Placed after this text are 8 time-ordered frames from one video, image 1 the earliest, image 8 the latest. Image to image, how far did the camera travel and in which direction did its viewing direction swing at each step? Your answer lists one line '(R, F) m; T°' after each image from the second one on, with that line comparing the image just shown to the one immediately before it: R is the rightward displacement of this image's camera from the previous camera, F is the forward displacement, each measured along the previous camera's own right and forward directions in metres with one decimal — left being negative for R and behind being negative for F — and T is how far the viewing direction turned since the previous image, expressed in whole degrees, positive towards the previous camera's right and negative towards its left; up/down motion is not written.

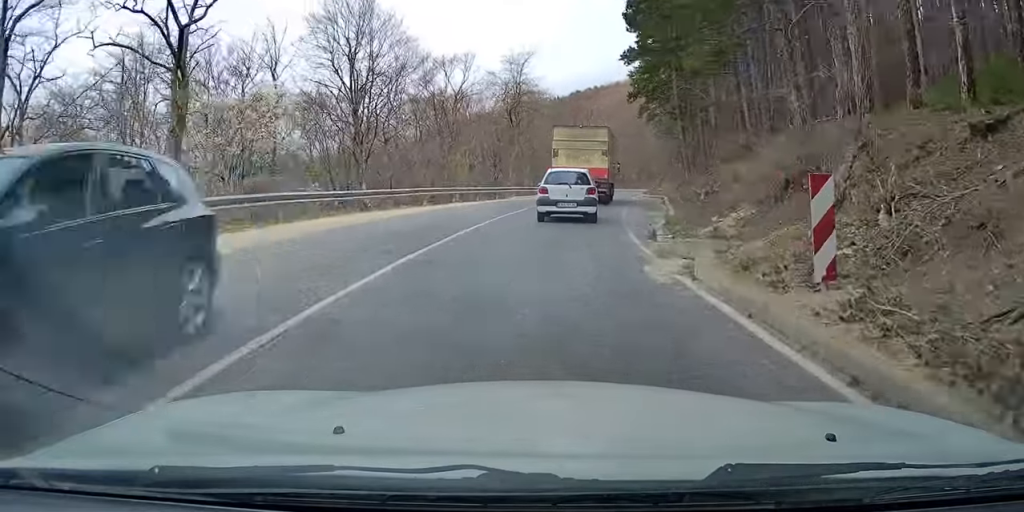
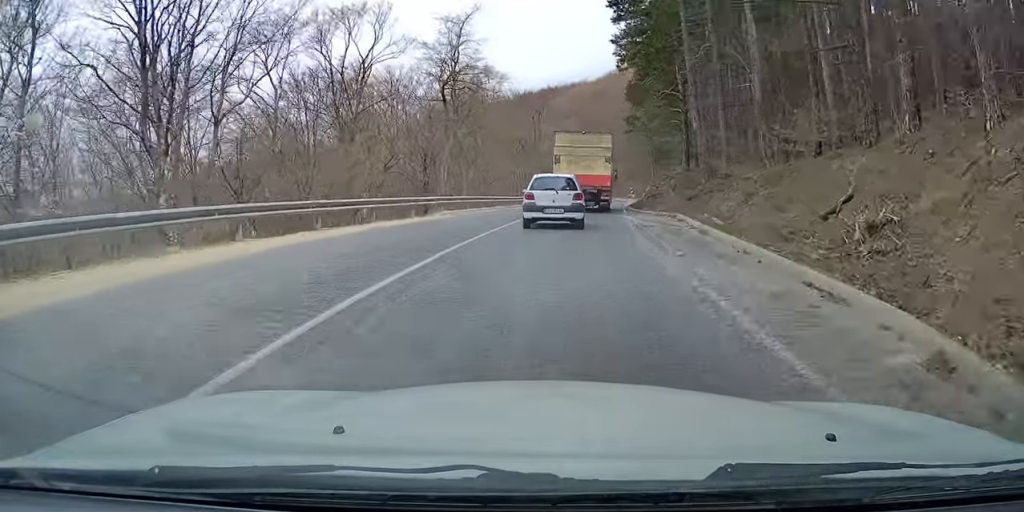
(+0.5, +14.3) m; +2°
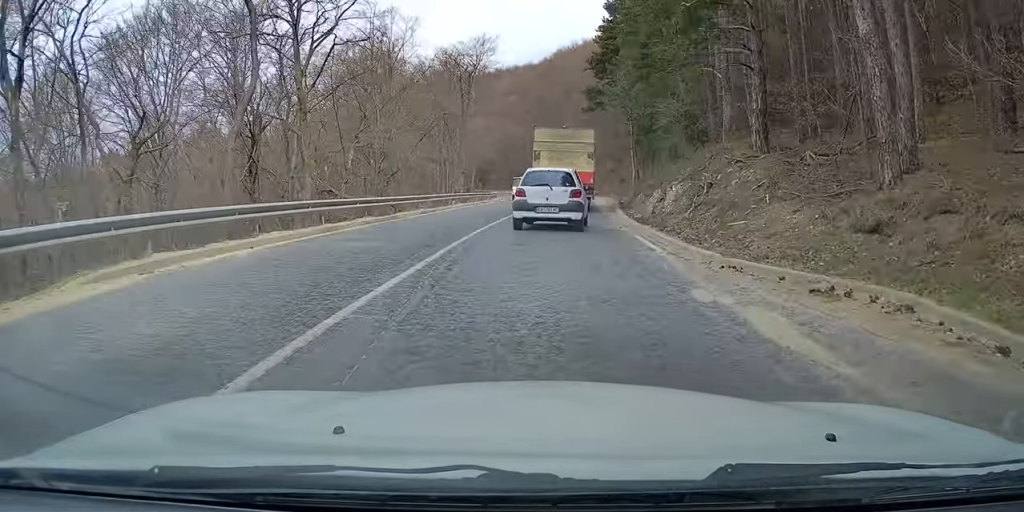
(+0.4, +17.2) m; +3°
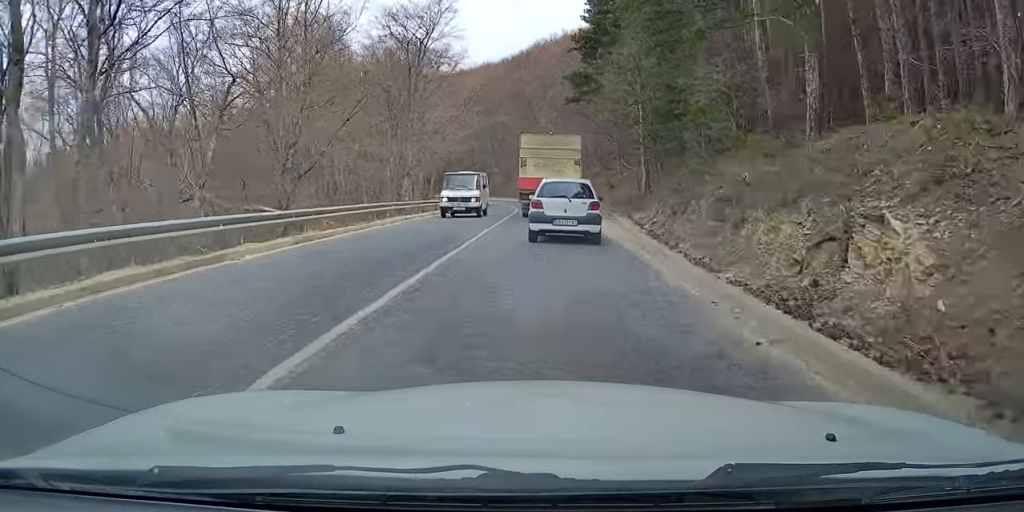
(+0.2, +10.9) m; +1°
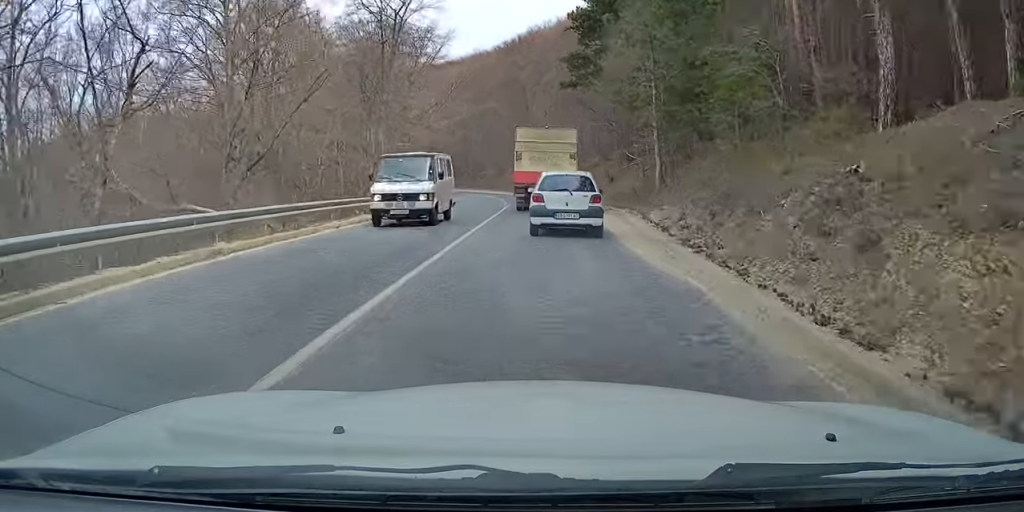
(+0.1, +4.2) m; 0°
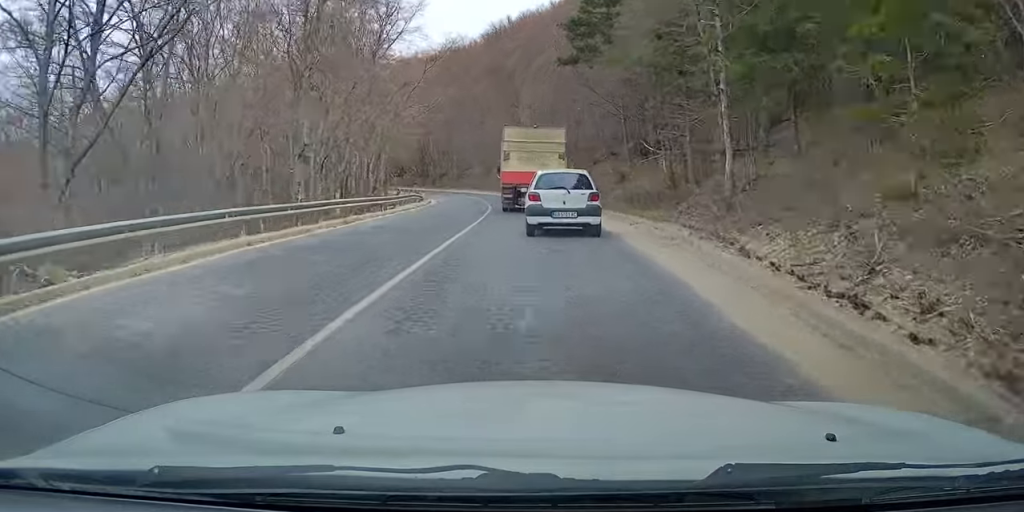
(-0.1, +8.7) m; 0°
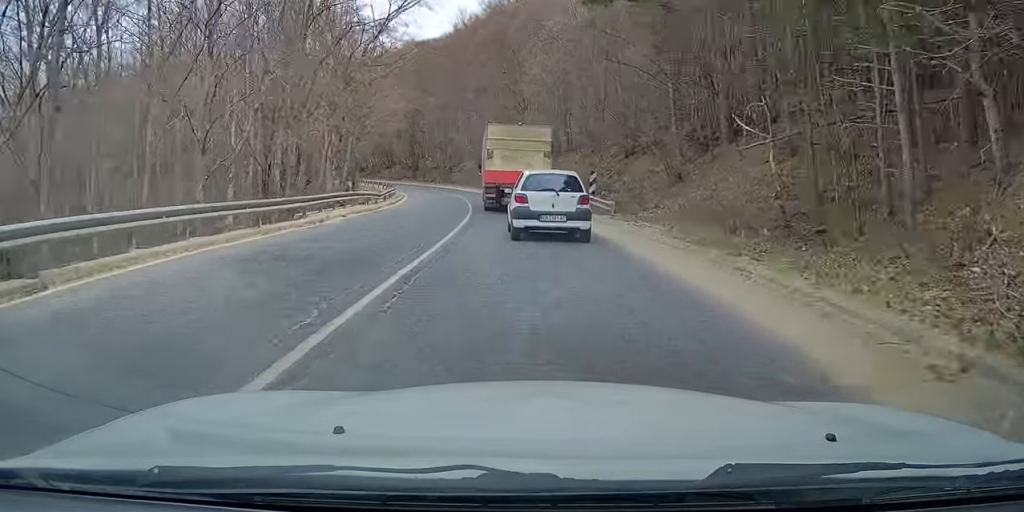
(+0.1, +12.5) m; +1°
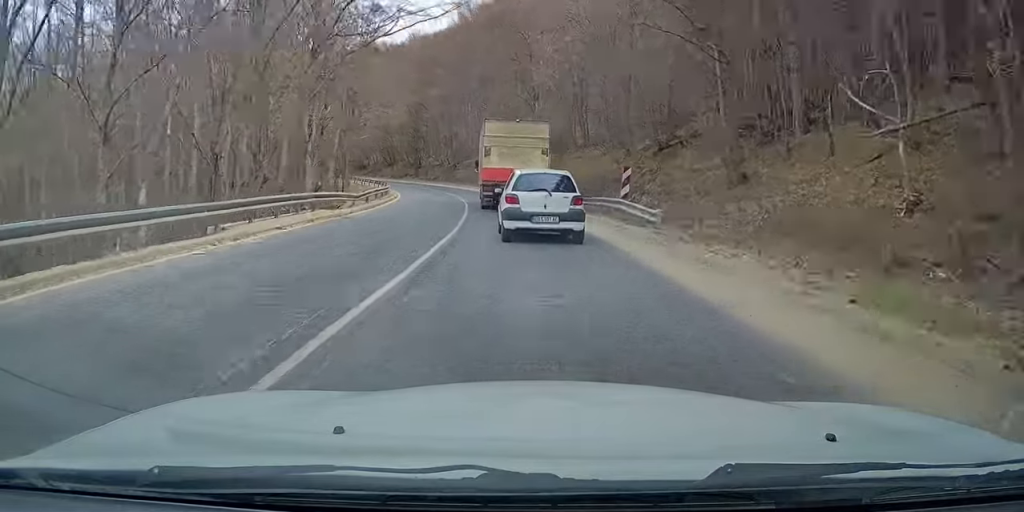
(0.0, +5.6) m; +1°
